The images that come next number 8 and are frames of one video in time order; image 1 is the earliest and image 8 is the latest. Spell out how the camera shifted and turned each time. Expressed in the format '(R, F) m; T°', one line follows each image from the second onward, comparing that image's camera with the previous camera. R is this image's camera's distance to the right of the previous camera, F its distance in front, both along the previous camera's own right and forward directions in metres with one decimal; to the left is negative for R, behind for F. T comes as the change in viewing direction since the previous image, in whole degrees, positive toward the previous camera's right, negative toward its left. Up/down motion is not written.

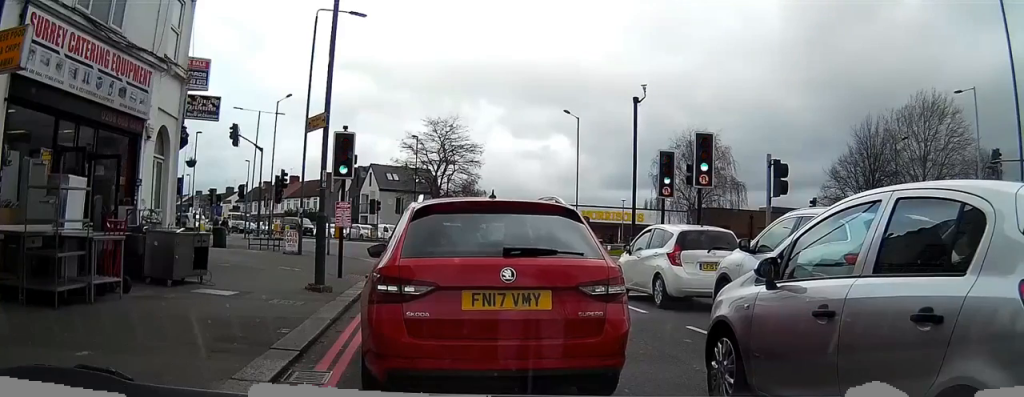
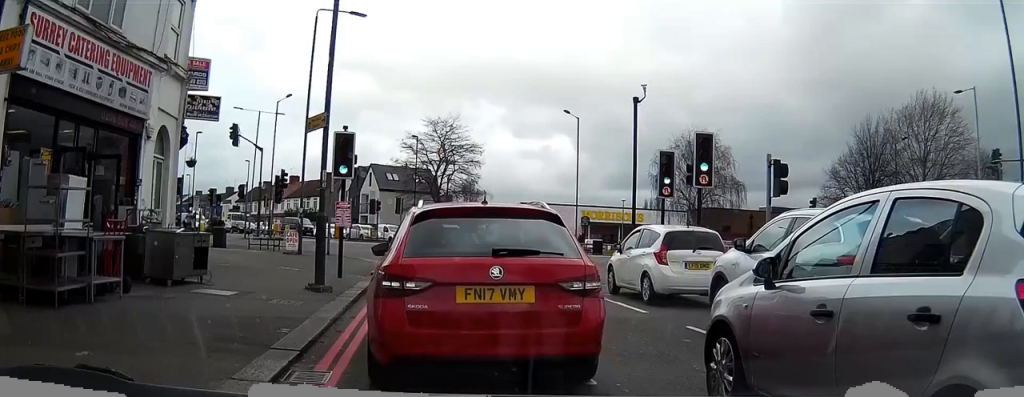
(0.0, 0.0) m; 0°
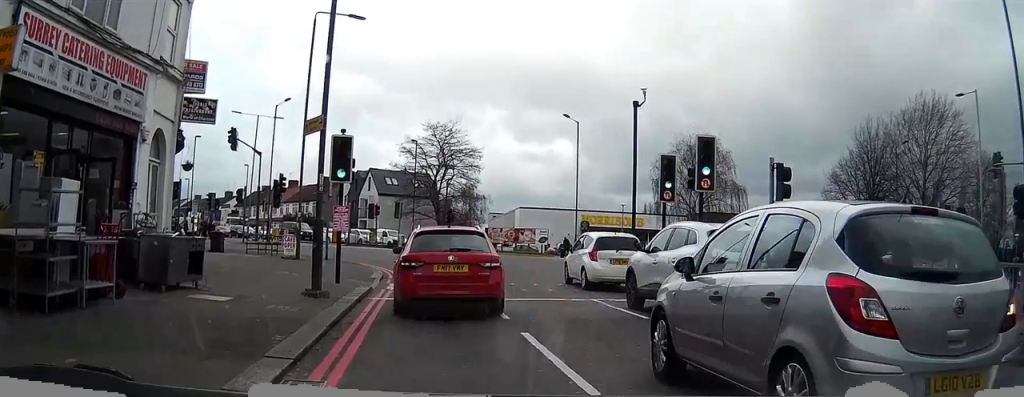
(0.0, 0.0) m; 0°
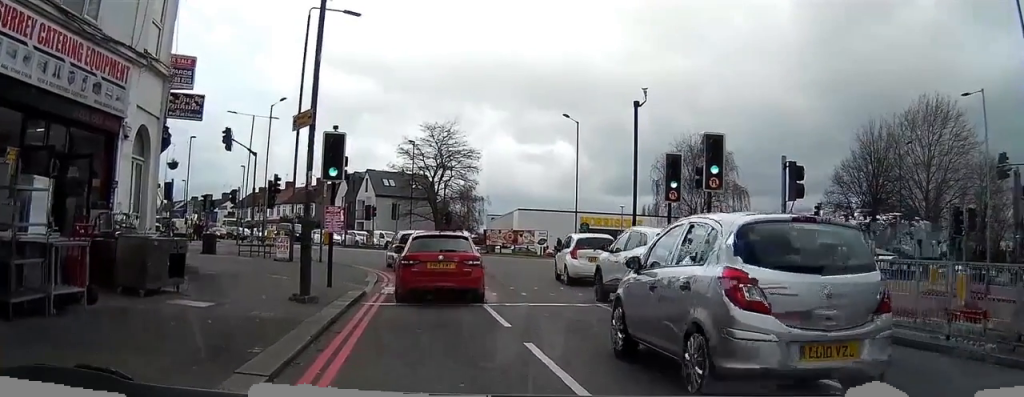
(+0.1, +0.1) m; 0°
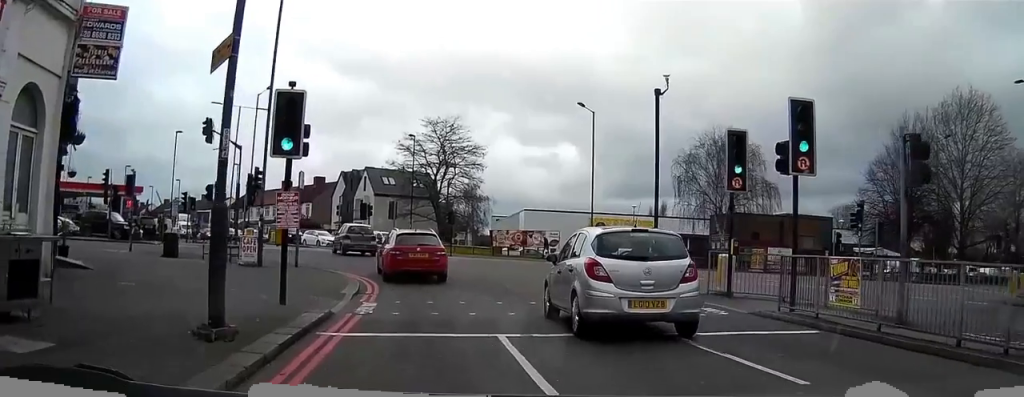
(+0.5, +3.7) m; +7°
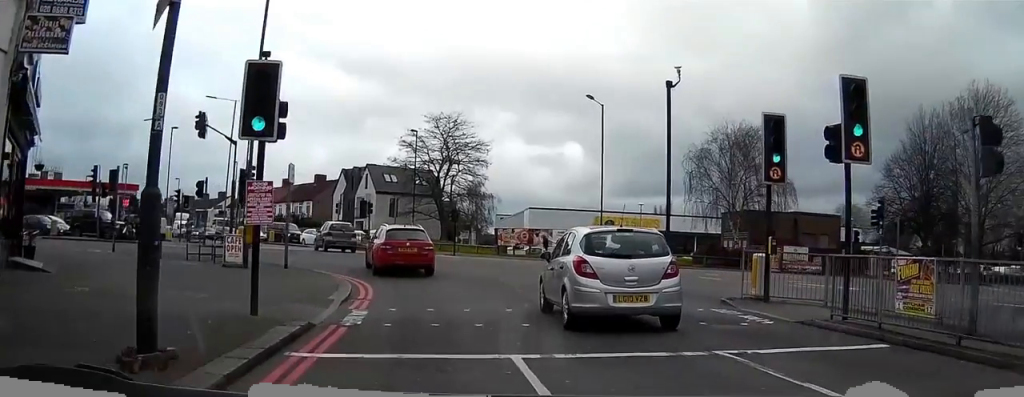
(+0.1, +1.8) m; -1°
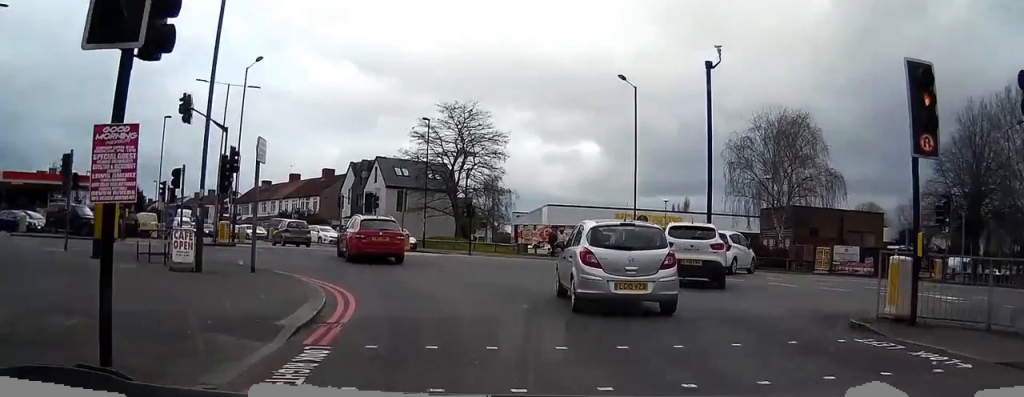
(-0.3, +5.2) m; -4°
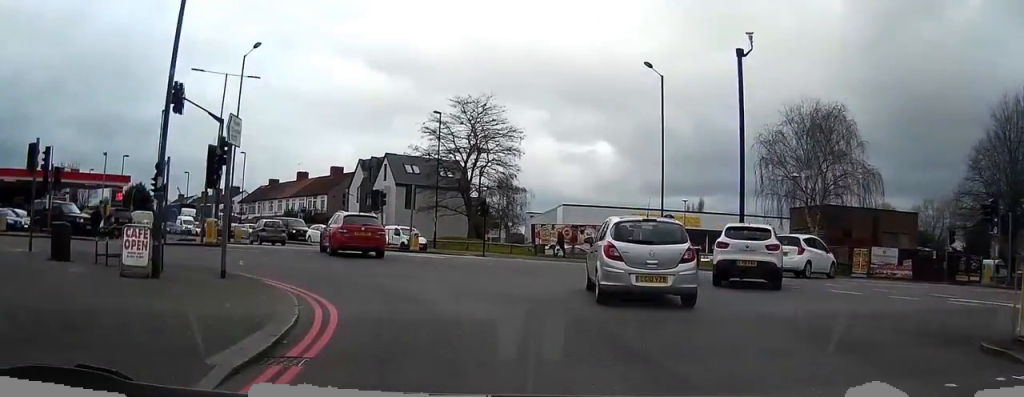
(-0.1, +3.3) m; 0°
